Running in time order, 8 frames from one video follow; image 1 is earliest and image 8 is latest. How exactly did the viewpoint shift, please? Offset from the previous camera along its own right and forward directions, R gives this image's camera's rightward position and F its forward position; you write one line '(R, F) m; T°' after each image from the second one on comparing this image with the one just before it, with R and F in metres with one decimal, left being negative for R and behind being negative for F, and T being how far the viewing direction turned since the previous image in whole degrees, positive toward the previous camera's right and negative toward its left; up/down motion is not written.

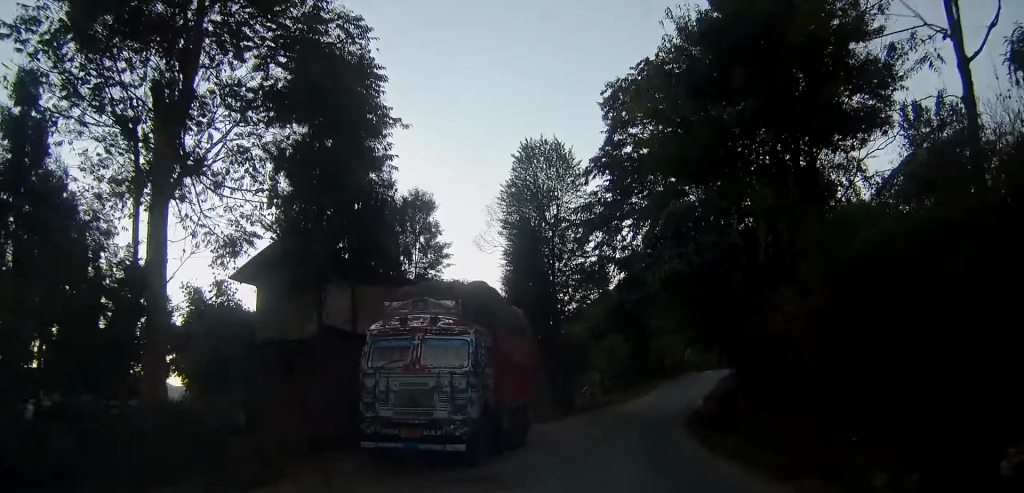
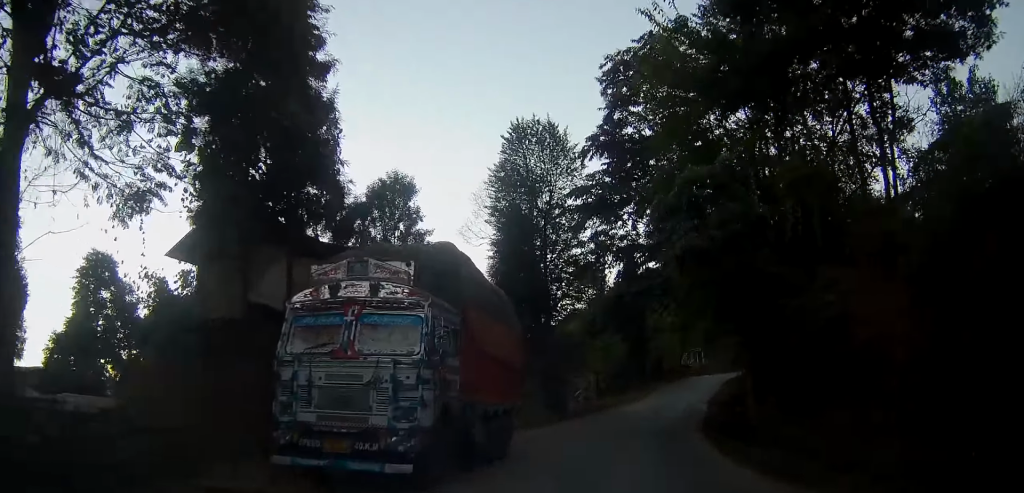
(+0.1, +4.1) m; +2°
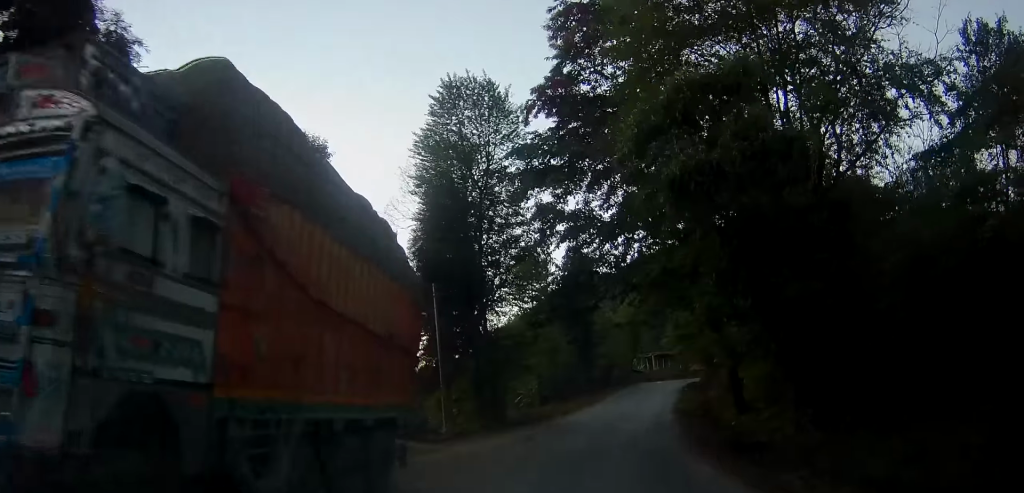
(+0.1, +6.8) m; +3°
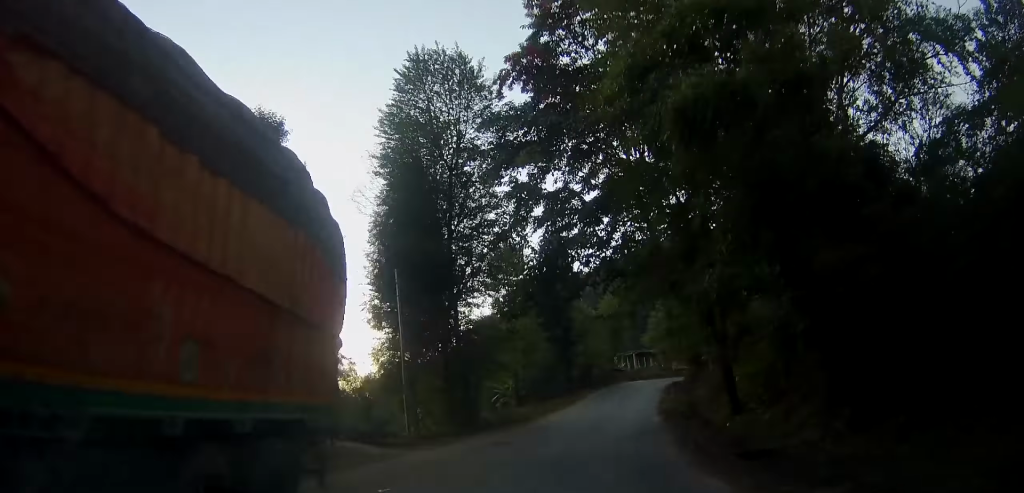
(0.0, +2.9) m; +1°
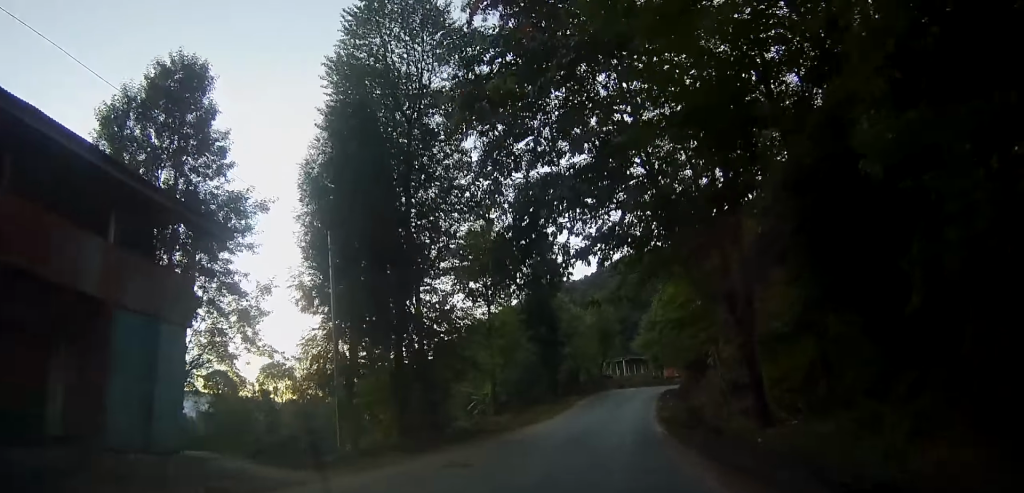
(+0.2, +6.3) m; +2°
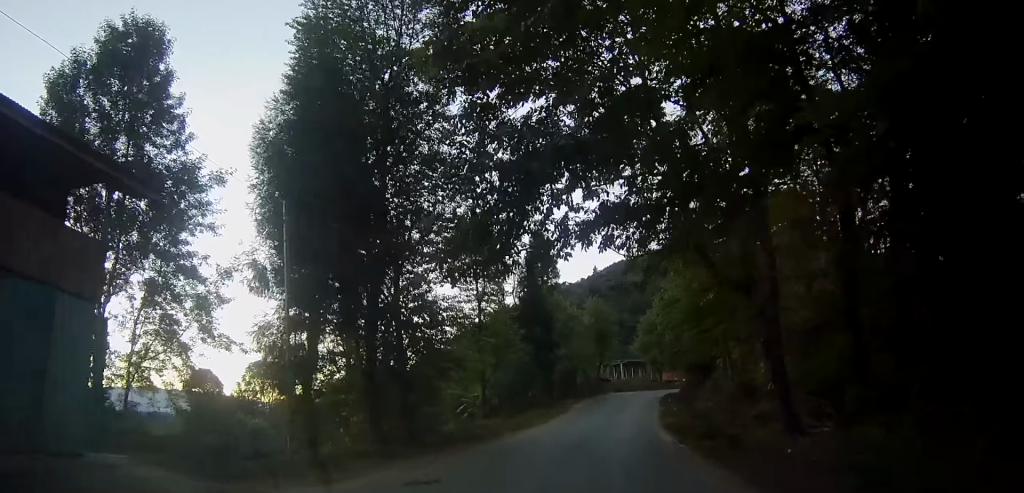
(0.0, +3.2) m; +1°
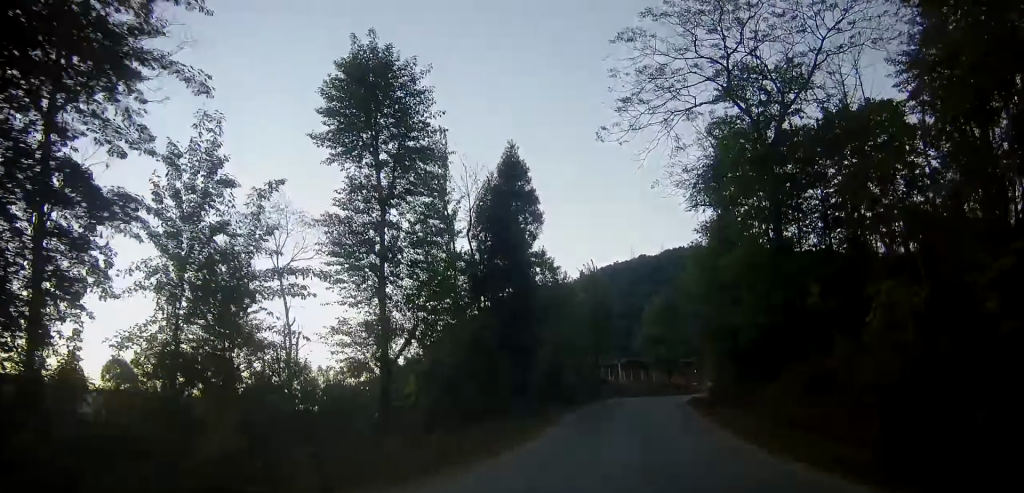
(+0.5, +19.6) m; 0°
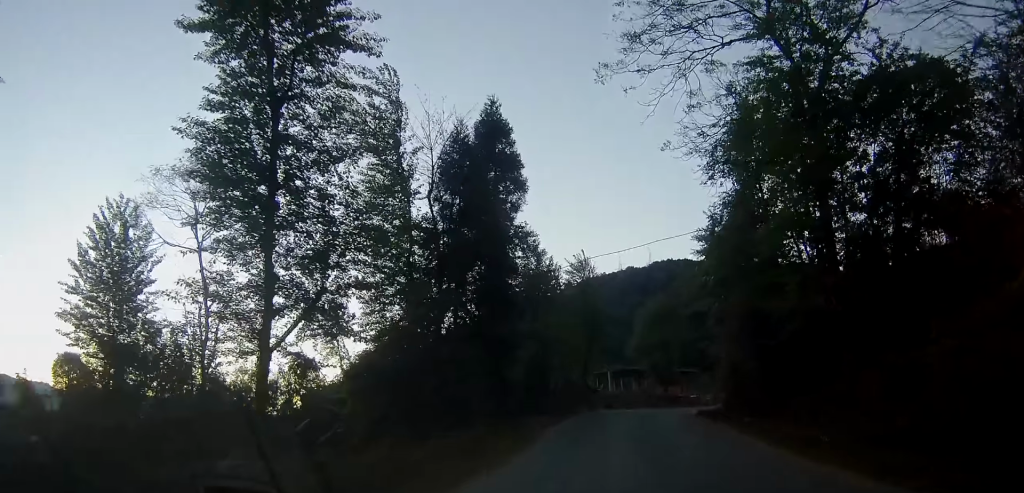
(-0.2, +7.3) m; -1°
